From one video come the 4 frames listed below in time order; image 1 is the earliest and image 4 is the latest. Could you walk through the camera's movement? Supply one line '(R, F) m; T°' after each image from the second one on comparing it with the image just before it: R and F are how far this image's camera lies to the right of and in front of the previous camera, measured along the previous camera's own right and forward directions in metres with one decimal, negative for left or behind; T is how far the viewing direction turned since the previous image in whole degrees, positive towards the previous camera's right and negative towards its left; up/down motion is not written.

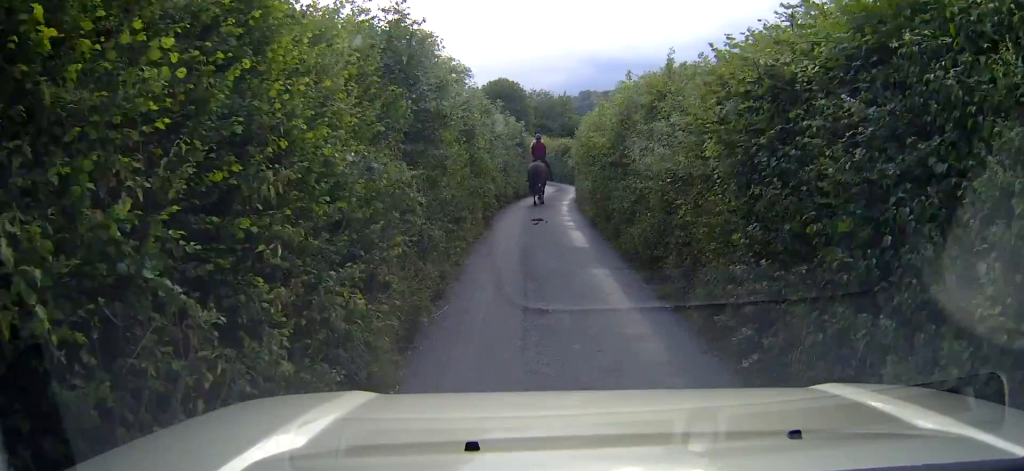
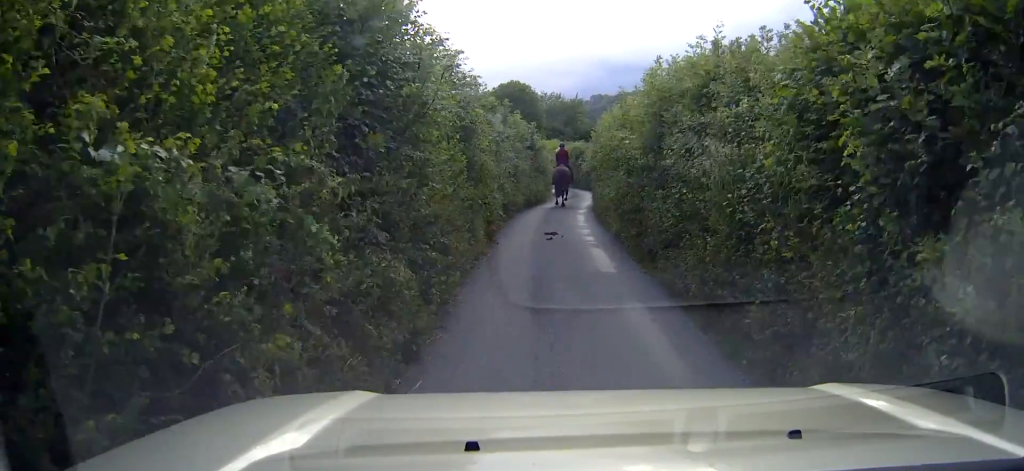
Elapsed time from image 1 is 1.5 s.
(0.0, +2.7) m; 0°
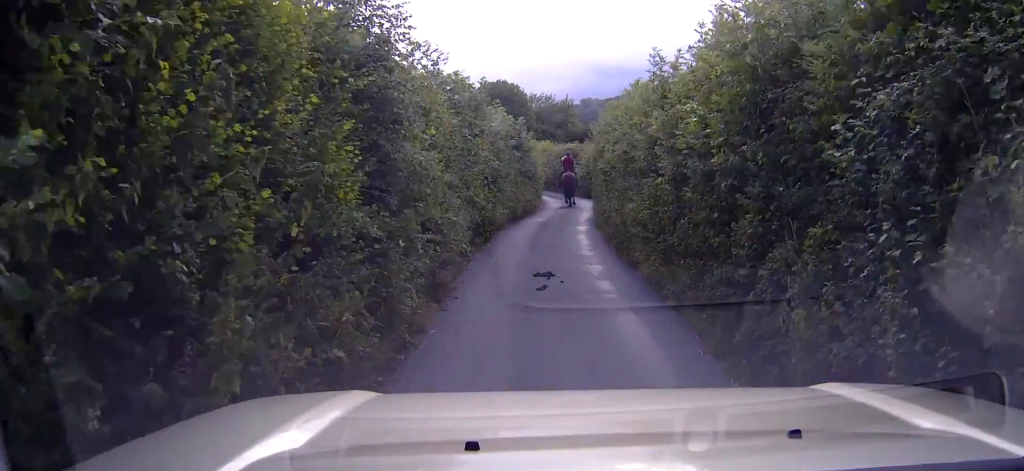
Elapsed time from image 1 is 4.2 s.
(0.0, +5.5) m; 0°
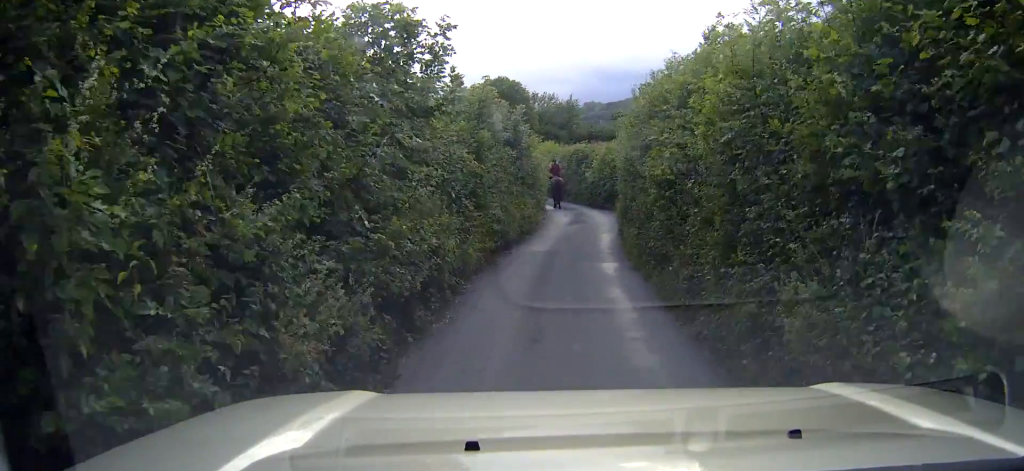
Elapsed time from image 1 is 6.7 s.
(+0.2, +7.2) m; +1°
